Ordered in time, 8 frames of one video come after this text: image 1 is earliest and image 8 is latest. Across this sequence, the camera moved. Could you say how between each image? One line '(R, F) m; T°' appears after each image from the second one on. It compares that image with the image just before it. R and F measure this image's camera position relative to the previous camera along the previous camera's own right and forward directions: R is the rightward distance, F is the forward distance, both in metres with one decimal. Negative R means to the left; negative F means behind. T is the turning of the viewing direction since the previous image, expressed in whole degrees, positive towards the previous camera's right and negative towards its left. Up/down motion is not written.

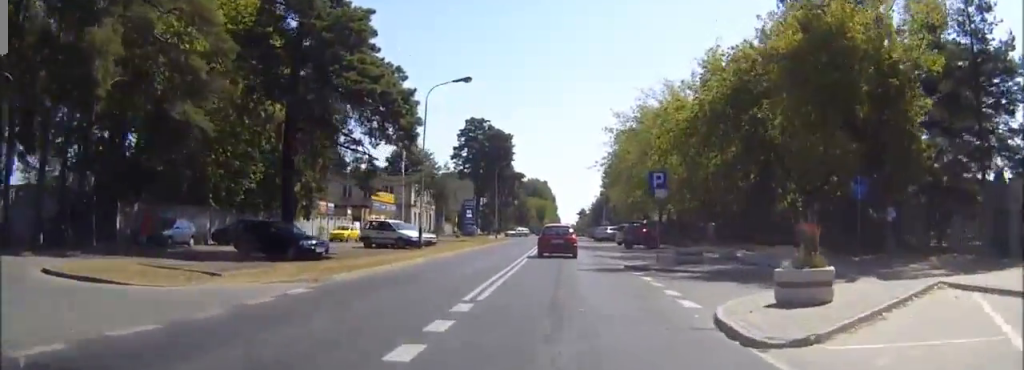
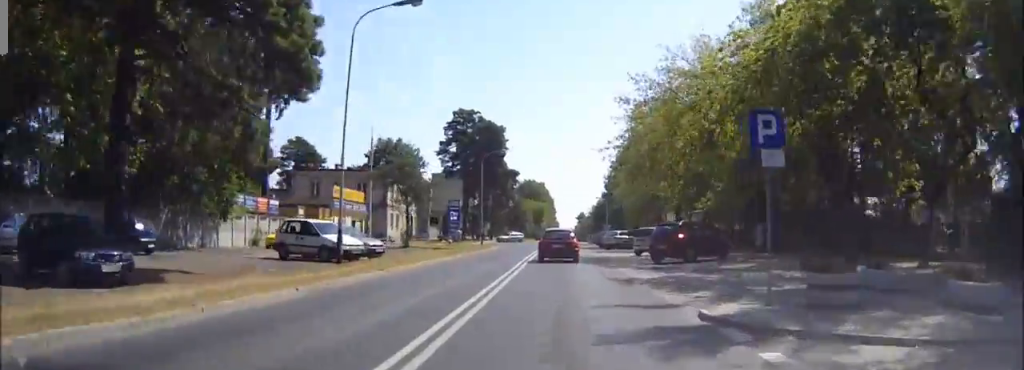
(0.0, +13.1) m; 0°
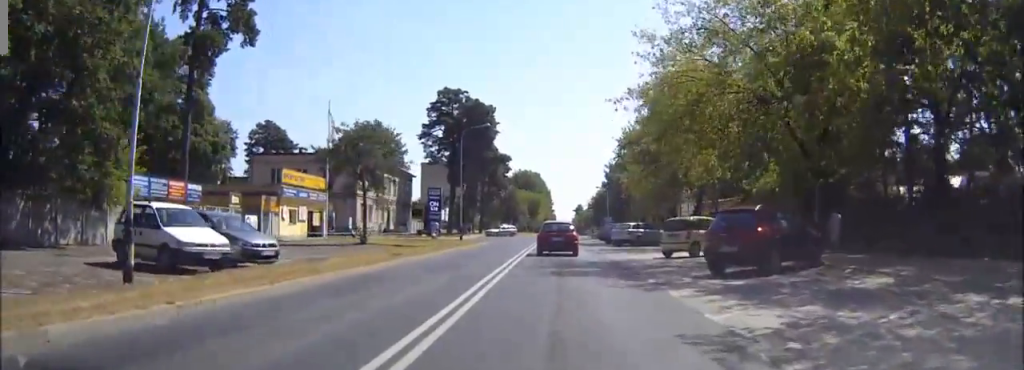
(0.0, +11.9) m; 0°
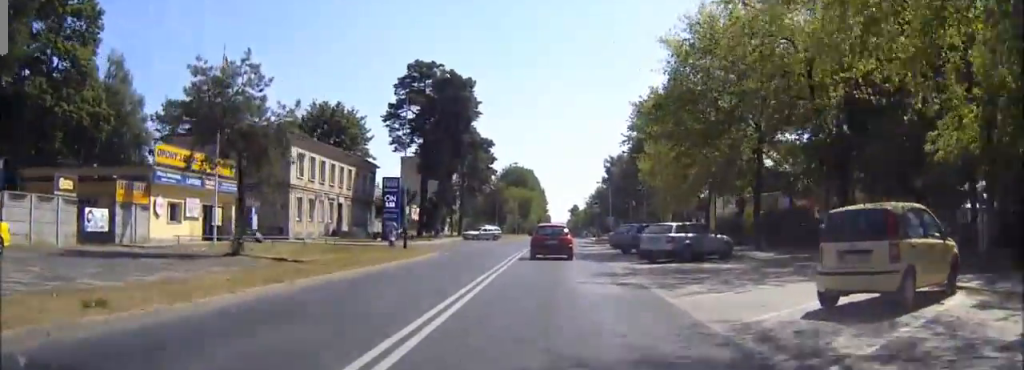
(+0.1, +18.0) m; 0°
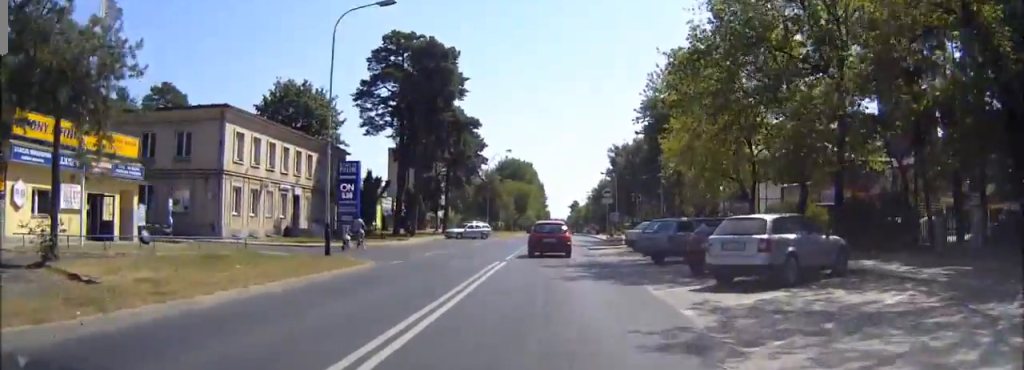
(0.0, +12.1) m; 0°
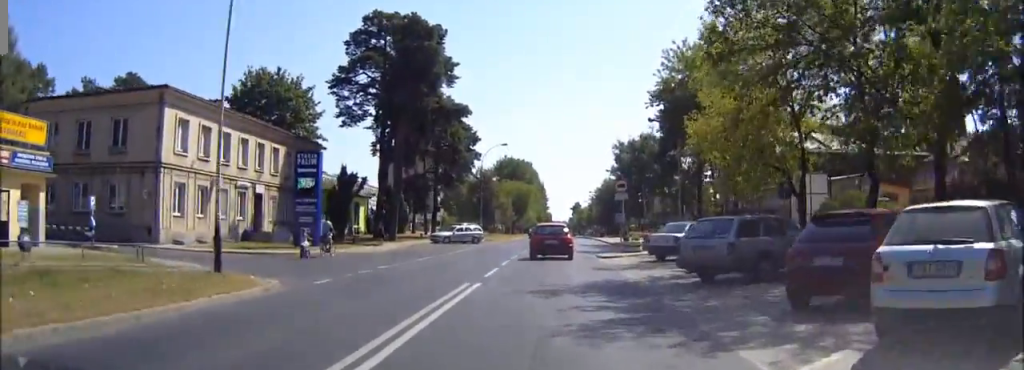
(0.0, +8.2) m; 0°
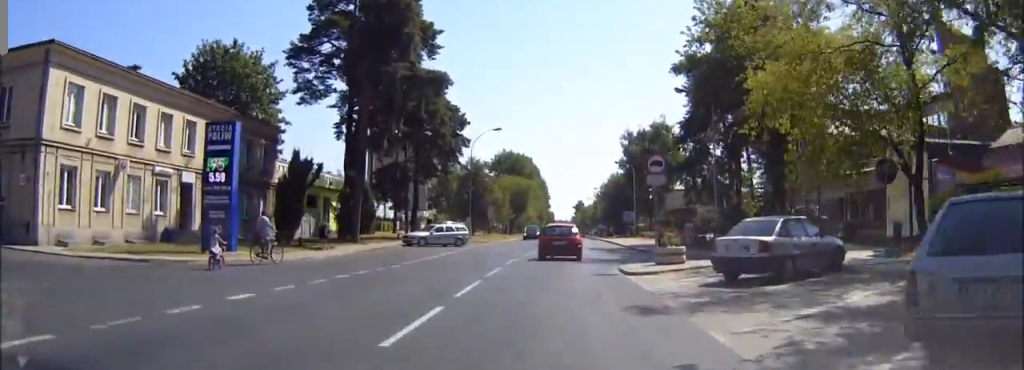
(0.0, +11.1) m; 0°
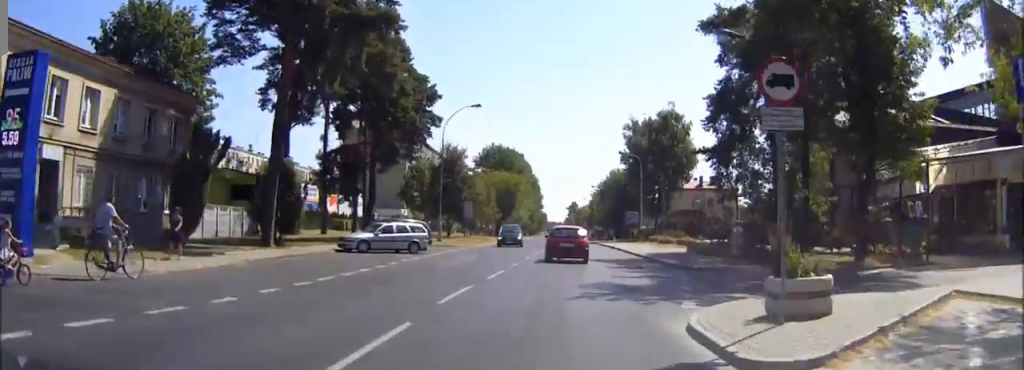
(0.0, +12.6) m; +1°
